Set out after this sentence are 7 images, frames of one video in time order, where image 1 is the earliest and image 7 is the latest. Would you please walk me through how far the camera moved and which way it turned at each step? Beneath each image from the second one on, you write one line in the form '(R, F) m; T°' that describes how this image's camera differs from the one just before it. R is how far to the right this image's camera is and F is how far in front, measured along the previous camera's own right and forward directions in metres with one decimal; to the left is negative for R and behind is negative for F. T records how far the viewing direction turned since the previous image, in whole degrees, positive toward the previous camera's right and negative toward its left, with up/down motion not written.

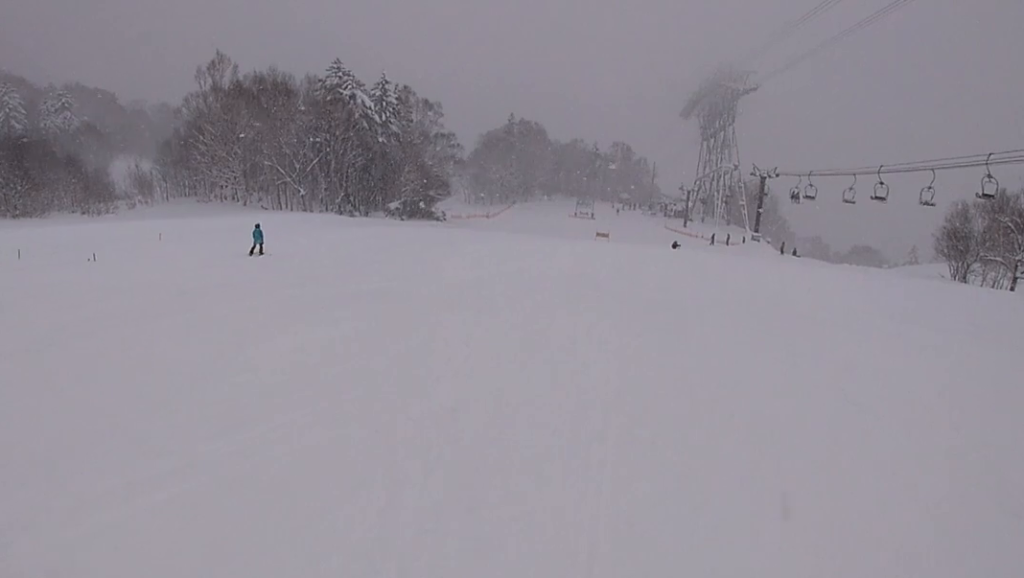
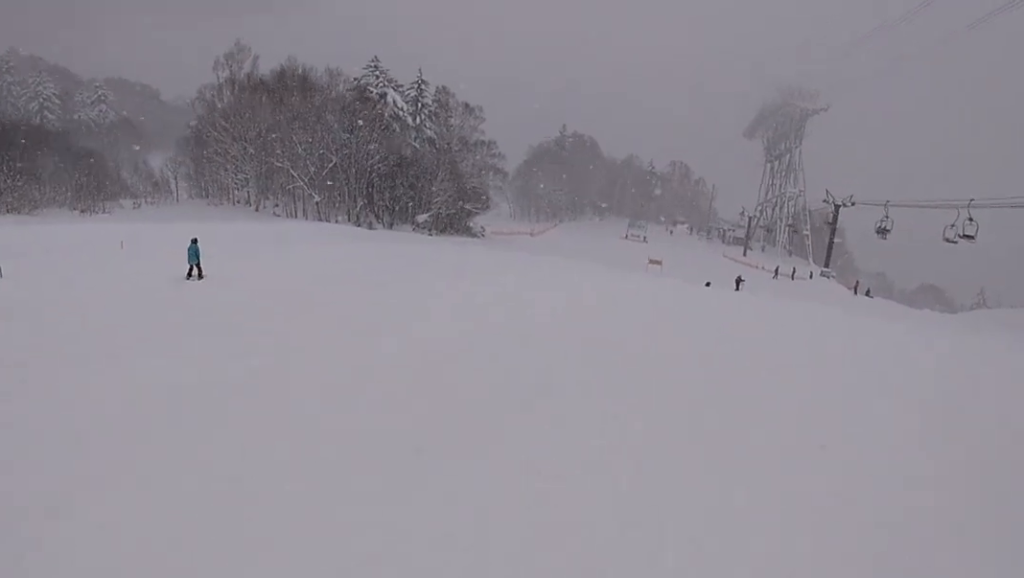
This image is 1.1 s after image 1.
(-1.8, +7.2) m; -15°
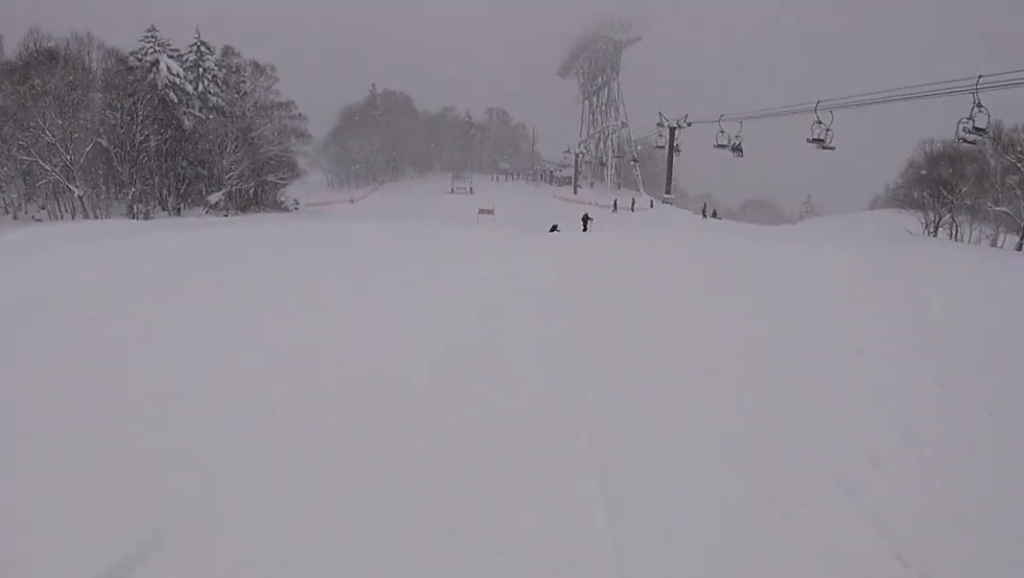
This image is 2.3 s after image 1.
(+0.4, +8.7) m; +8°
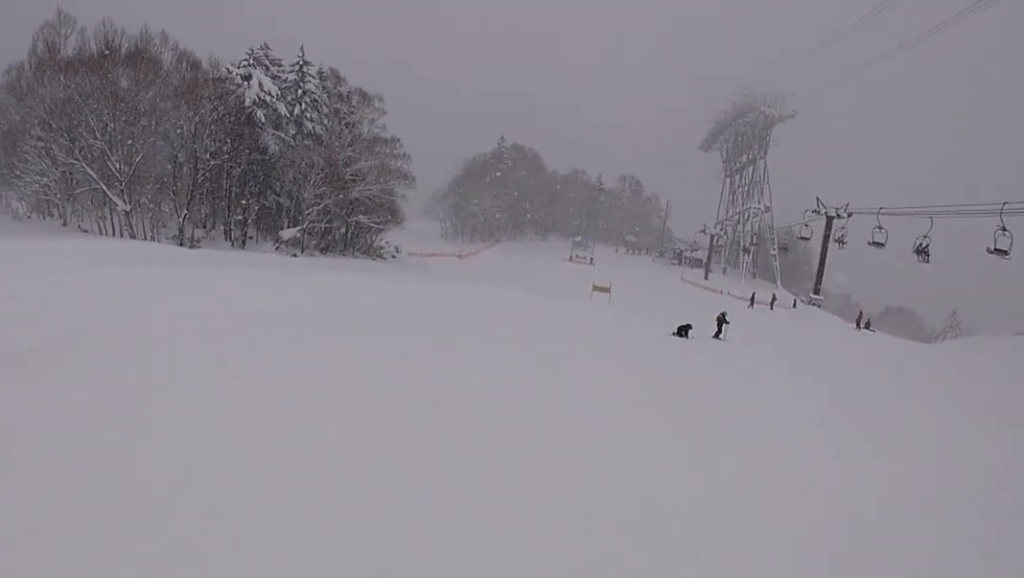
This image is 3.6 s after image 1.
(+0.5, +9.0) m; -9°
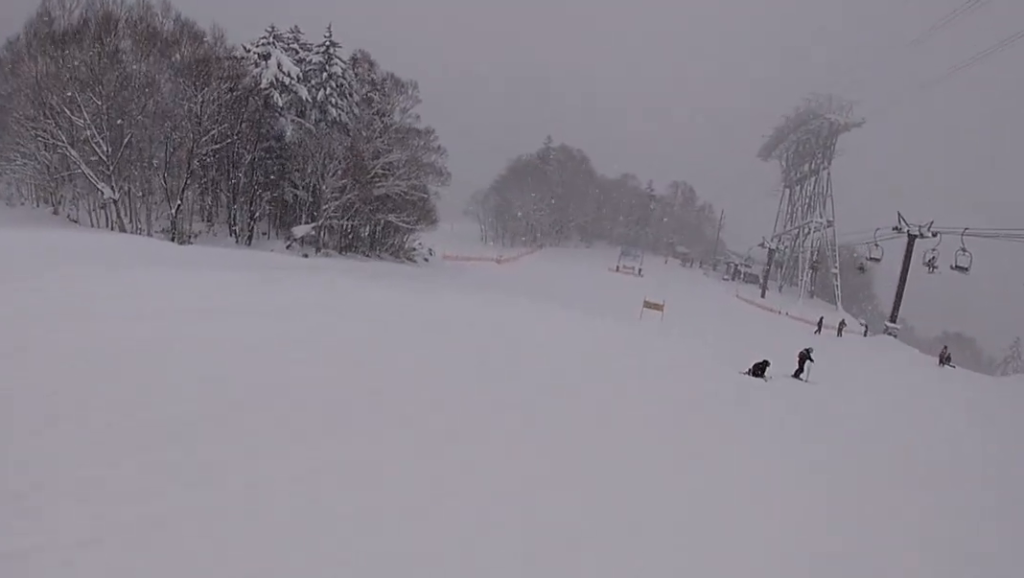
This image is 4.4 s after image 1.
(-1.2, +6.1) m; -11°
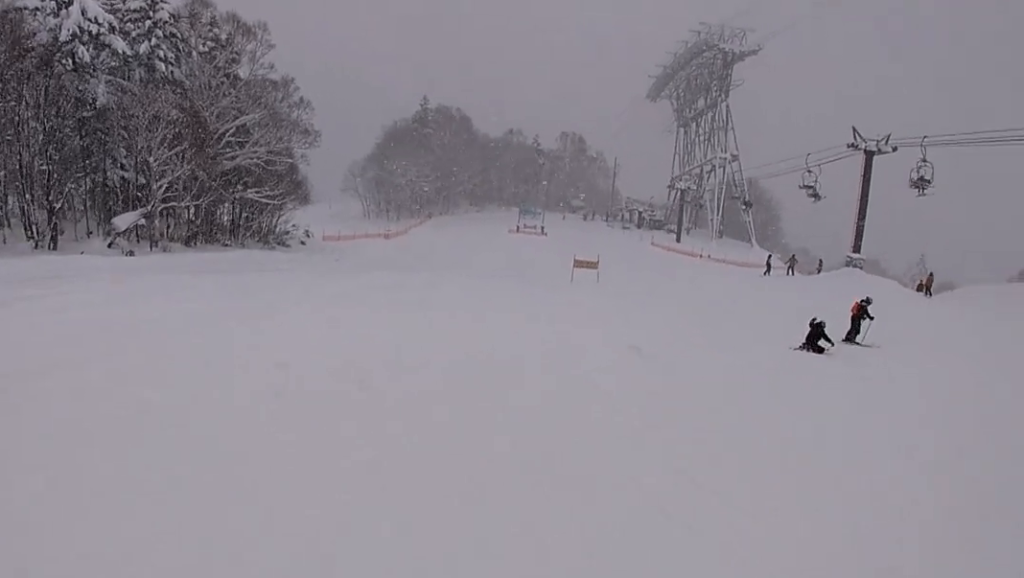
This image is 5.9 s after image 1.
(-0.3, +10.9) m; +3°
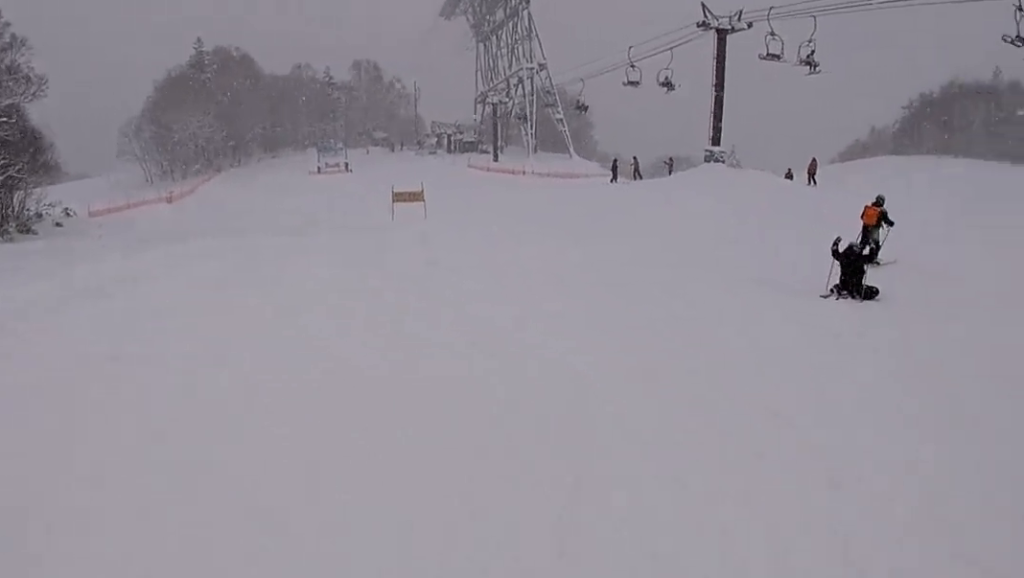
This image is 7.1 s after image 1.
(+0.9, +9.1) m; +17°
